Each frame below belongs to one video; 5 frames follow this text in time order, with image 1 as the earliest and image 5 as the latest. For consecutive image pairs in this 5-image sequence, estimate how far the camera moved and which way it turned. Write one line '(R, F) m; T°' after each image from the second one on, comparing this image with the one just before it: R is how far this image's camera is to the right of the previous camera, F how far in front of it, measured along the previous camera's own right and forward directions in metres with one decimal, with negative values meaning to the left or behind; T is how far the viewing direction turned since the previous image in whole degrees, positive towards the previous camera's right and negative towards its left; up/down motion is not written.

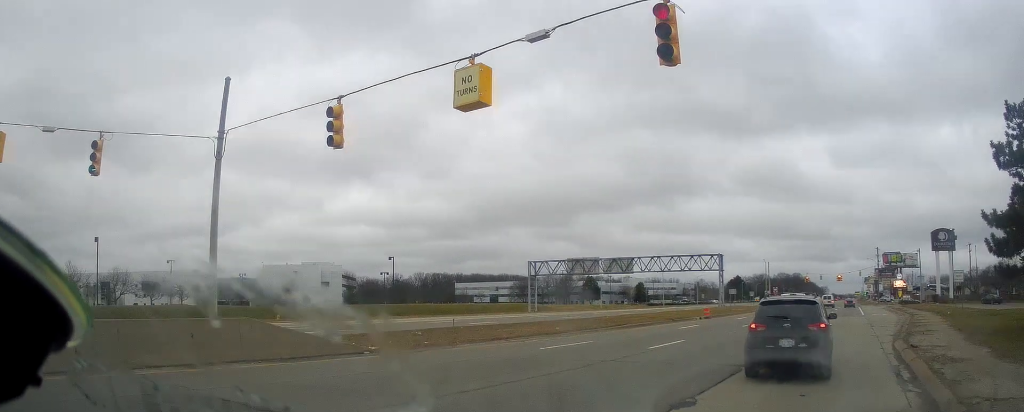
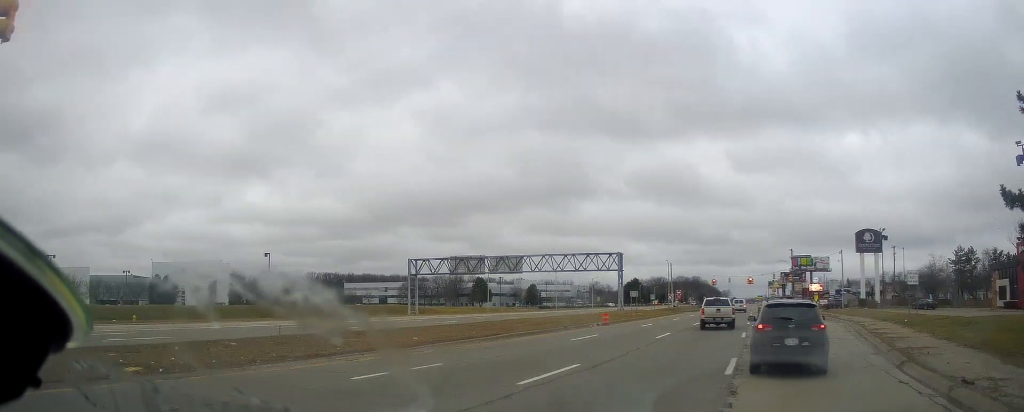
(+0.4, +7.2) m; +8°
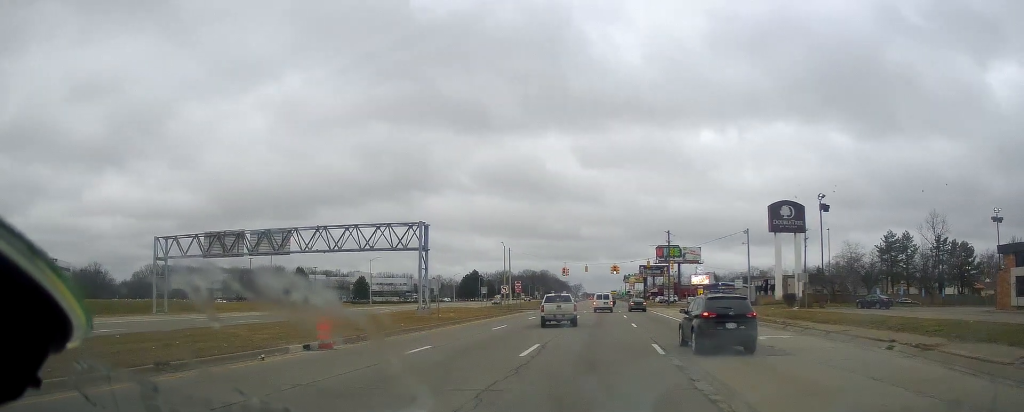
(+4.0, +24.5) m; +13°
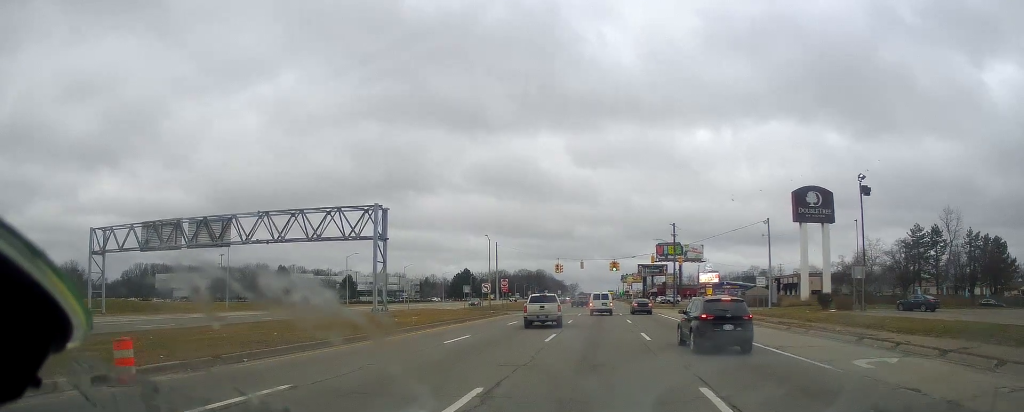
(+0.3, +10.3) m; +3°
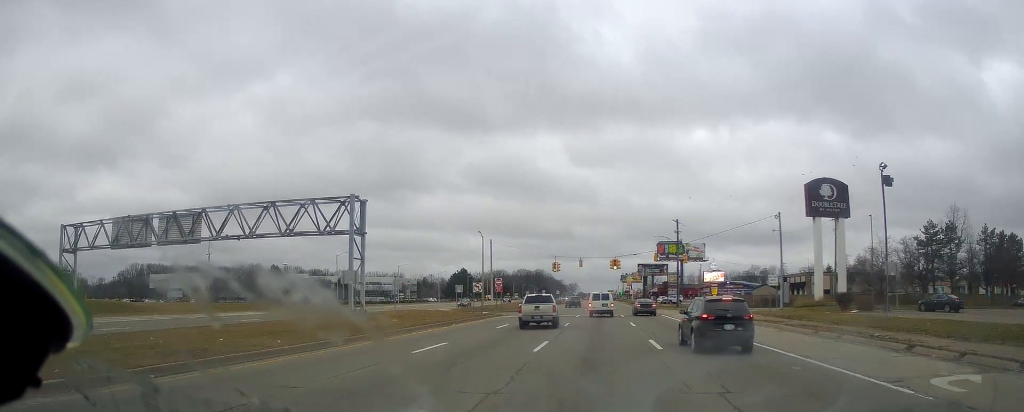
(+0.1, +4.3) m; +1°
